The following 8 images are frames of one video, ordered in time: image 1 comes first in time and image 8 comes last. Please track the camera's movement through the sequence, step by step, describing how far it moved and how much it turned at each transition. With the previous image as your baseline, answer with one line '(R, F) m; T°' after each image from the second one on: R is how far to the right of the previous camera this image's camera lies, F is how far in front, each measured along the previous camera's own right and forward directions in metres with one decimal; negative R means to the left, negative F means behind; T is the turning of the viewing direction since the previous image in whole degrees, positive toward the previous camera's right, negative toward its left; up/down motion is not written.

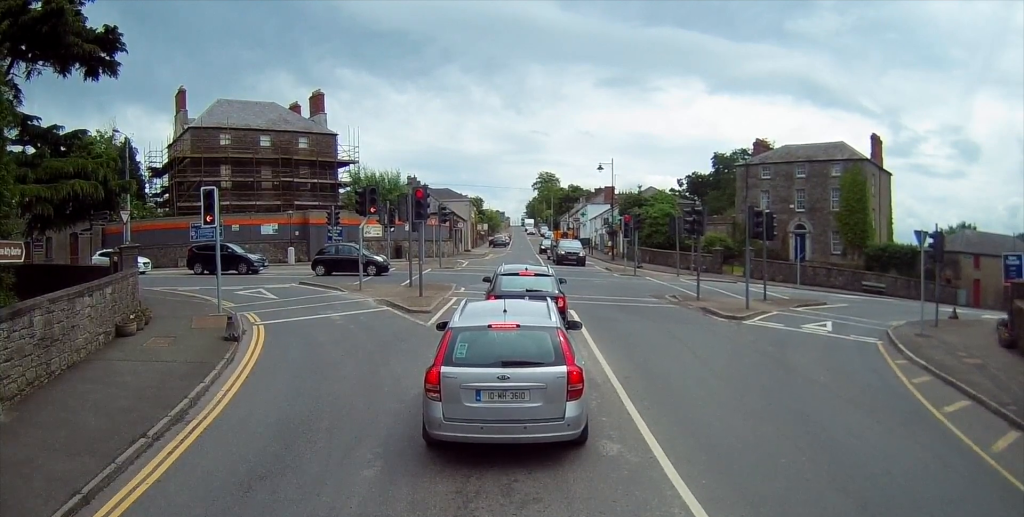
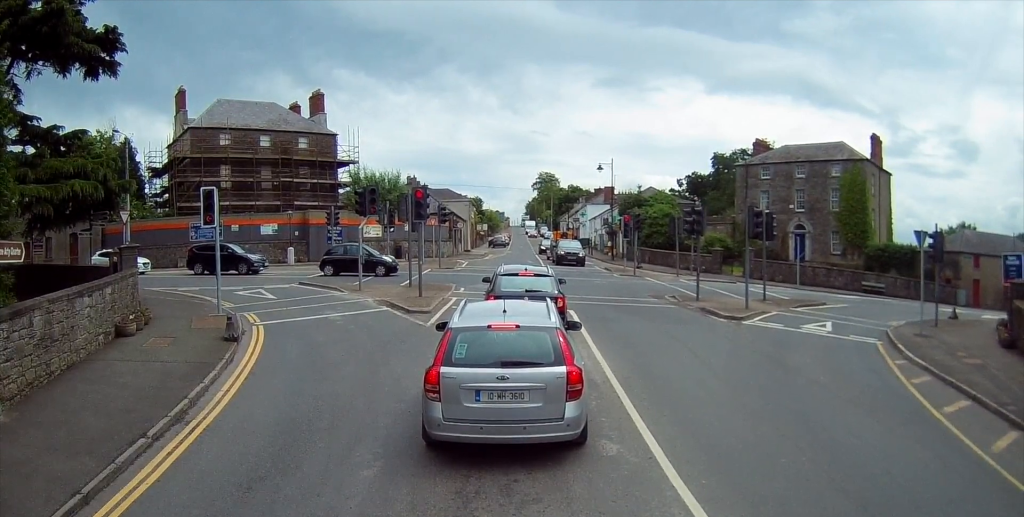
(0.0, 0.0) m; 0°
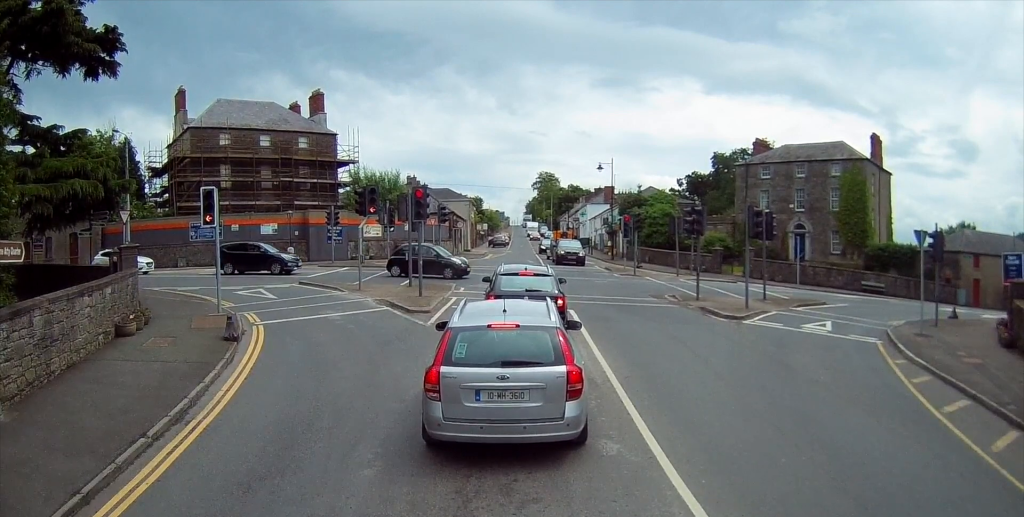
(0.0, 0.0) m; 0°
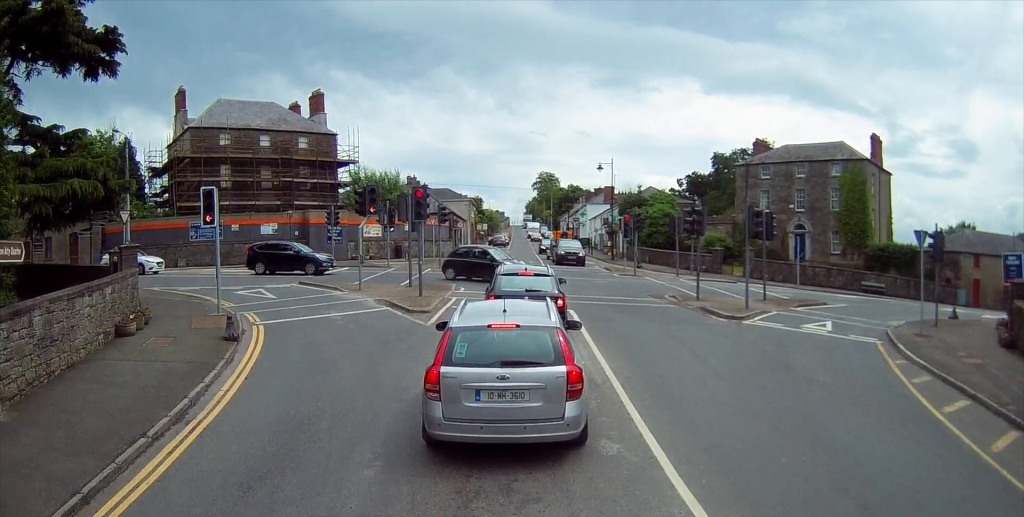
(0.0, 0.0) m; 0°
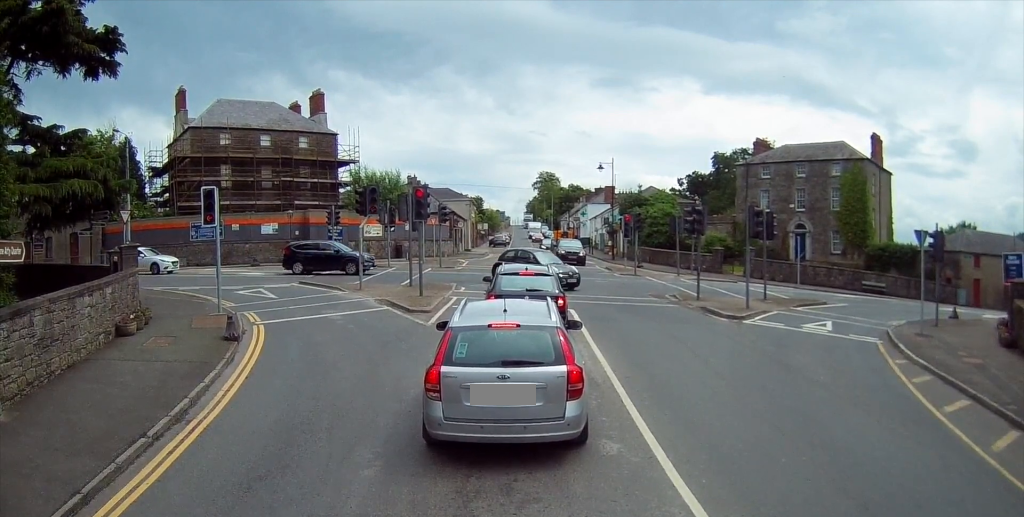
(0.0, 0.0) m; 0°
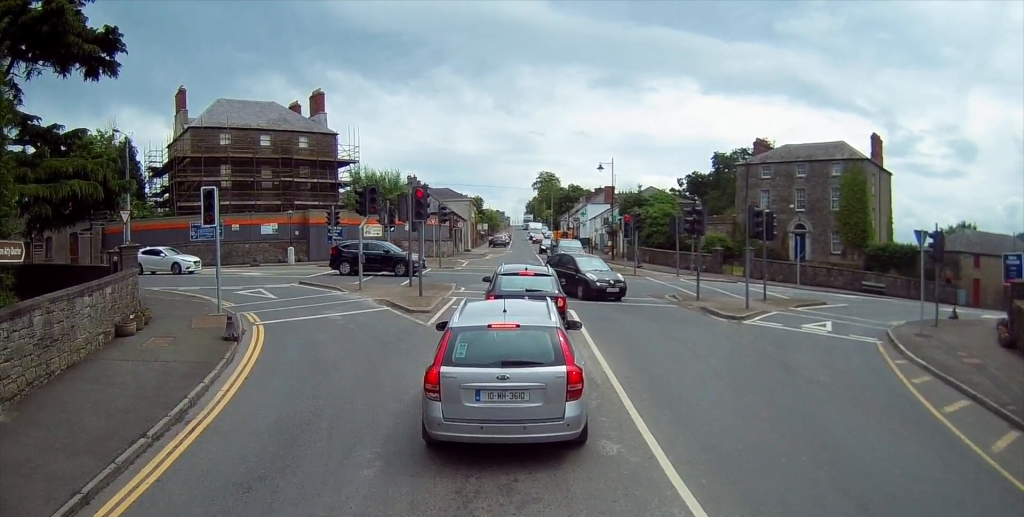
(0.0, 0.0) m; 0°
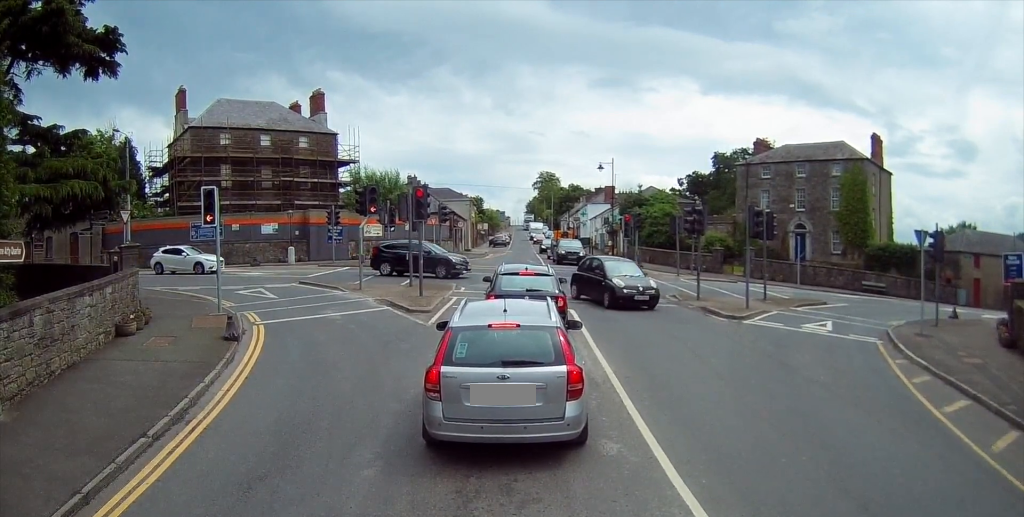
(0.0, 0.0) m; 0°
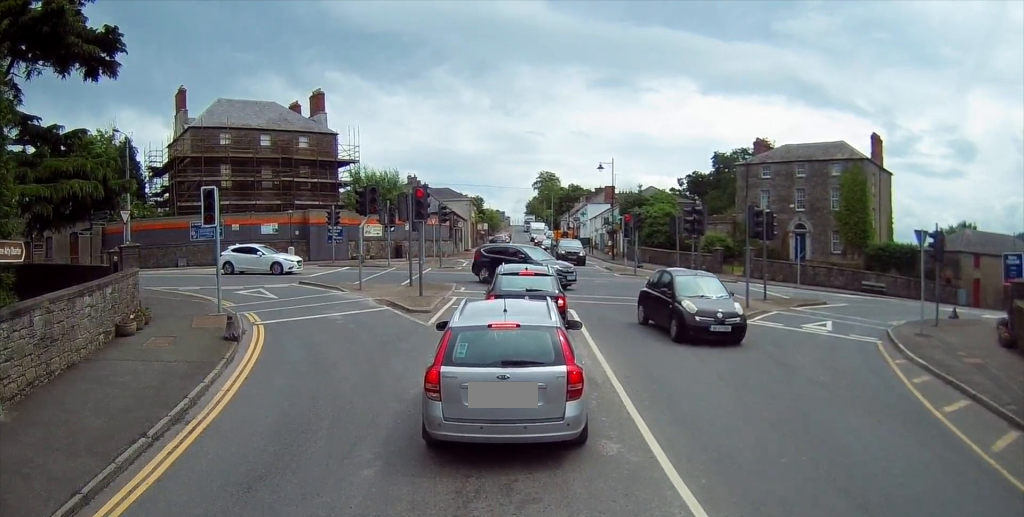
(0.0, 0.0) m; 0°
